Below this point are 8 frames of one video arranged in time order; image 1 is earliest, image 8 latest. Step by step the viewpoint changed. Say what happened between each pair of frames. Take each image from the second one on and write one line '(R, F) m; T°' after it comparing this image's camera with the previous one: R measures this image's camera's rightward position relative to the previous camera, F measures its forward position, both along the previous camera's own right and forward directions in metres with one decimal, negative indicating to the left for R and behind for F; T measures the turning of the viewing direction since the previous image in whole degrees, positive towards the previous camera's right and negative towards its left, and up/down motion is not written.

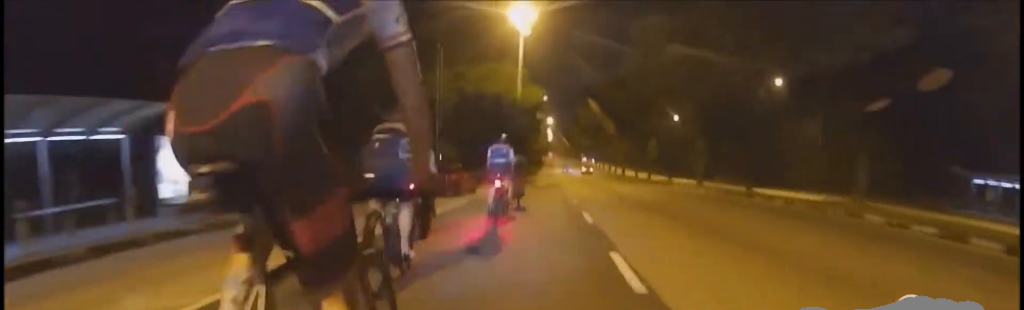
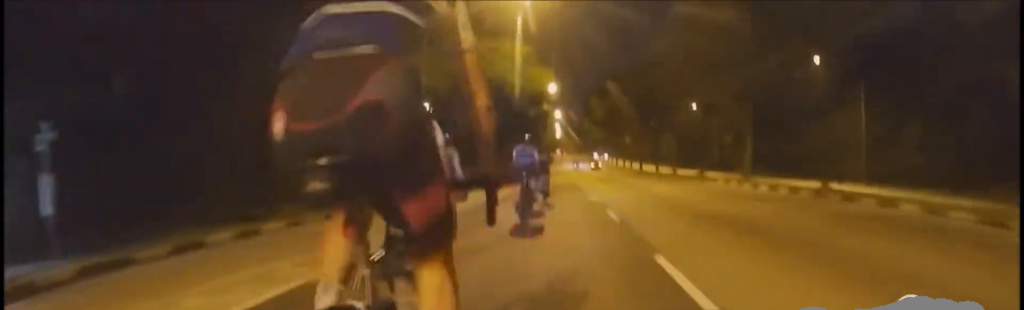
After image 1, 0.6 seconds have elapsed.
(0.0, +6.9) m; 0°
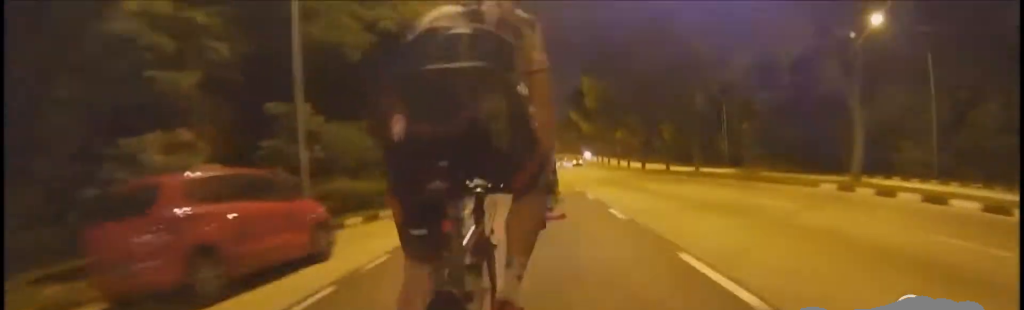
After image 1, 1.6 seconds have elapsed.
(0.0, +12.4) m; 0°
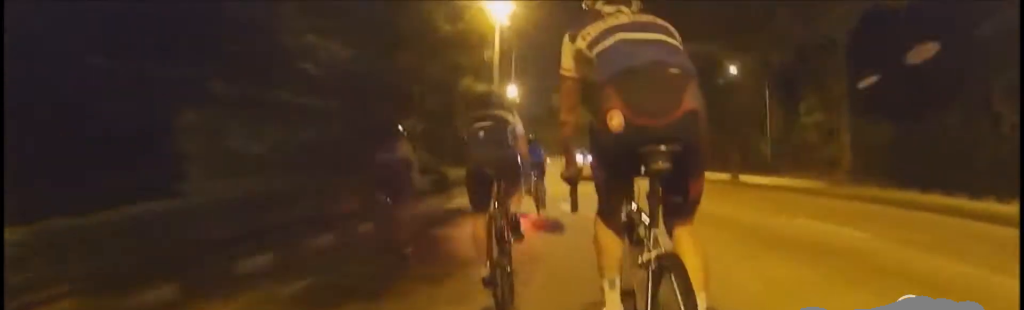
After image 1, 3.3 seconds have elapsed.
(0.0, +22.2) m; 0°
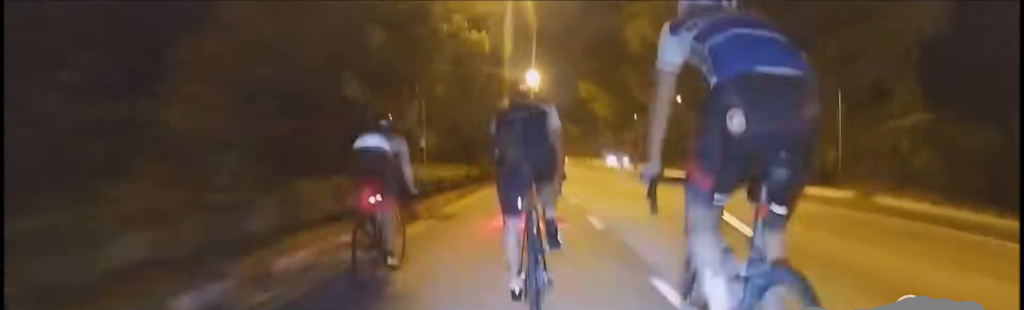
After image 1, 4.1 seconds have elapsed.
(0.0, +9.8) m; 0°
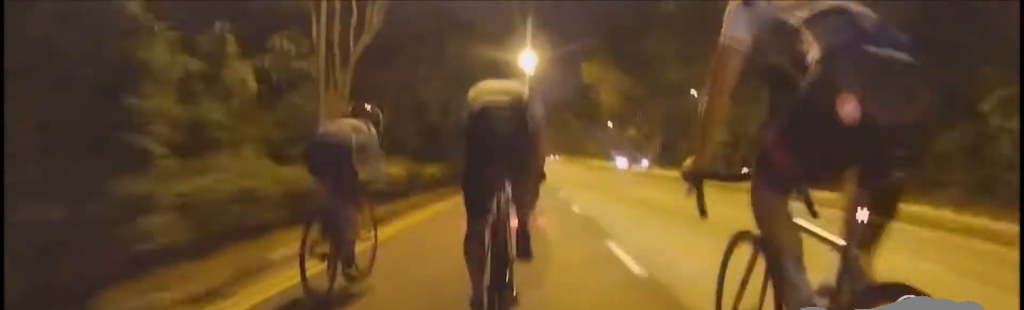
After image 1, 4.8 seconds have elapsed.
(0.0, +9.8) m; 0°
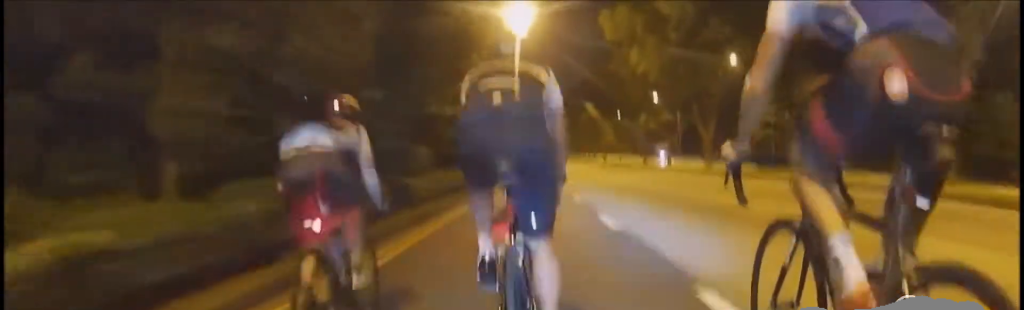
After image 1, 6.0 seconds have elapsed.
(0.0, +15.3) m; 0°
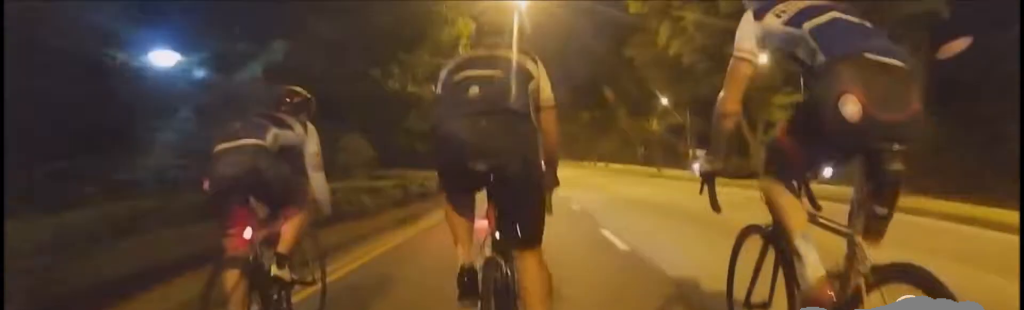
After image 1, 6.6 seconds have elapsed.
(0.0, +7.5) m; -2°
